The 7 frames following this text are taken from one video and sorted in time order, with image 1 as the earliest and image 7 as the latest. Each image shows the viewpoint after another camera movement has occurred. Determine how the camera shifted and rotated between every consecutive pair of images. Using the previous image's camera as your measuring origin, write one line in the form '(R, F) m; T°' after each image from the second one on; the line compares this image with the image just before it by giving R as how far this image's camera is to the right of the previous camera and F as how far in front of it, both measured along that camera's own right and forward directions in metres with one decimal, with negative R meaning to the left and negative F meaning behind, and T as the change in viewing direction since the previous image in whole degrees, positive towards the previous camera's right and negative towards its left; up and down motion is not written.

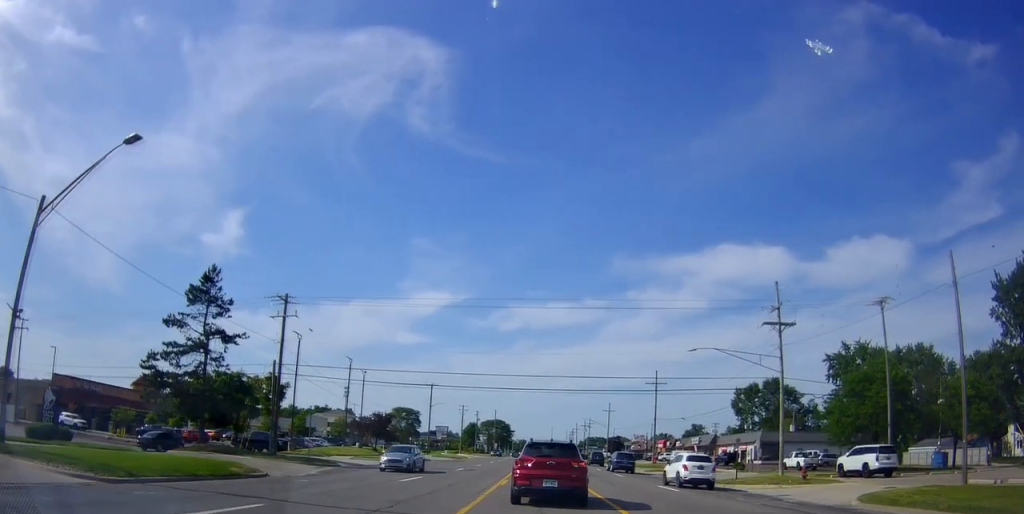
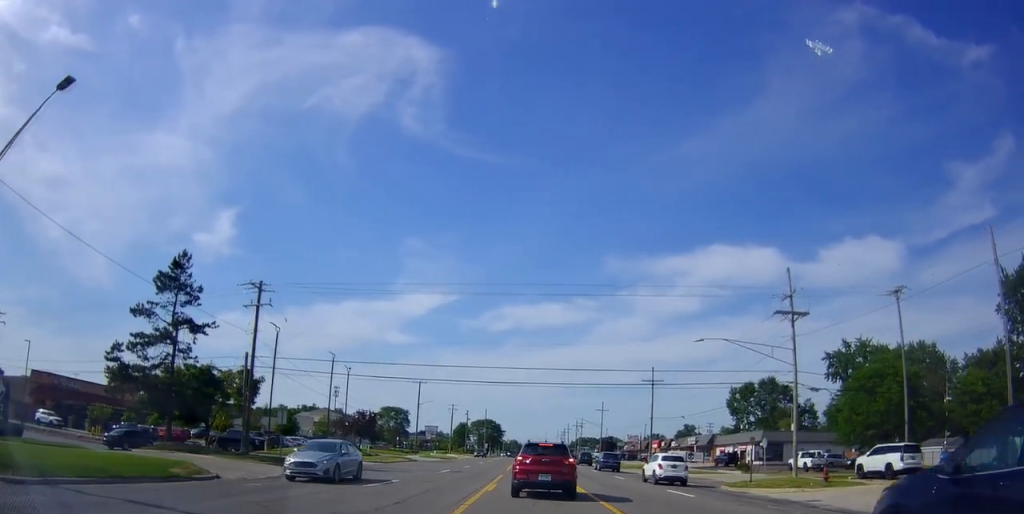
(-0.5, +3.8) m; 0°
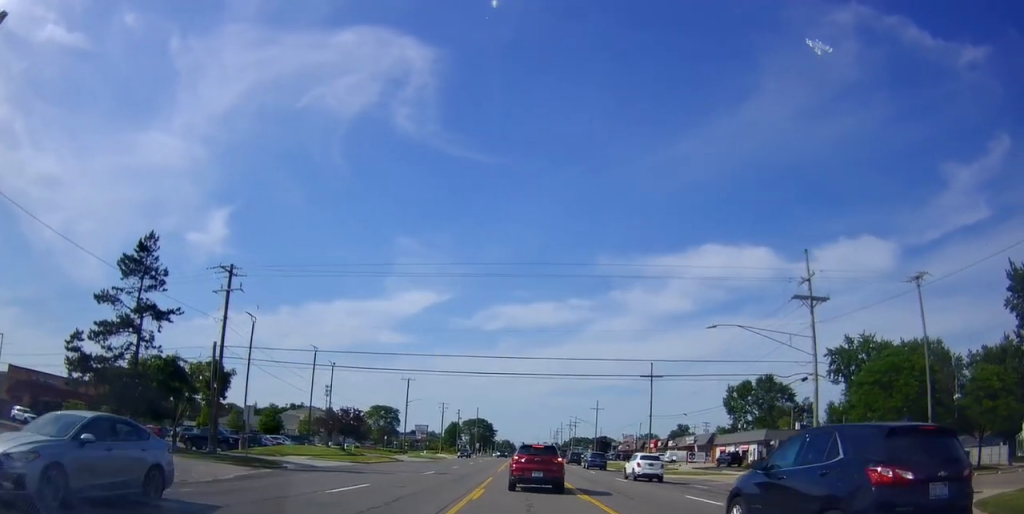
(+0.2, +3.9) m; +3°
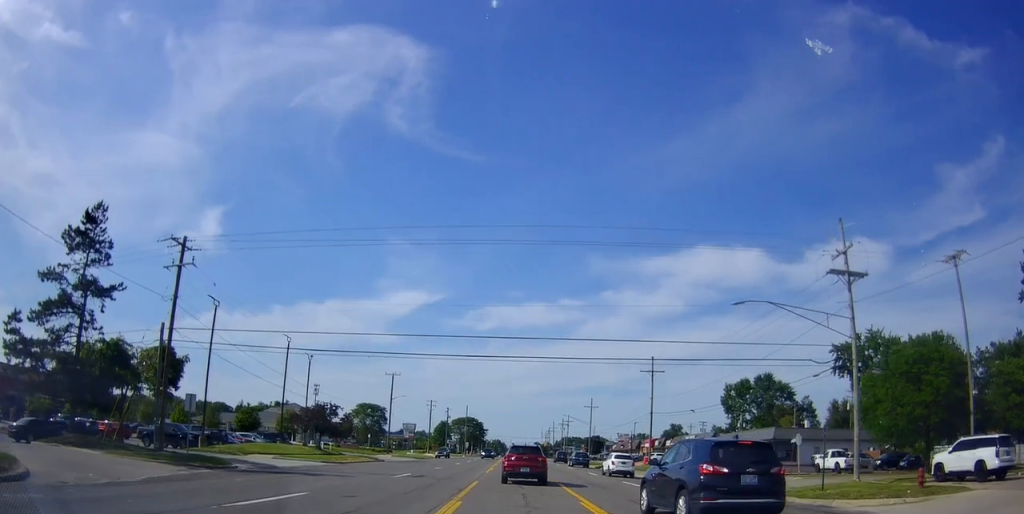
(+0.4, +5.5) m; +4°
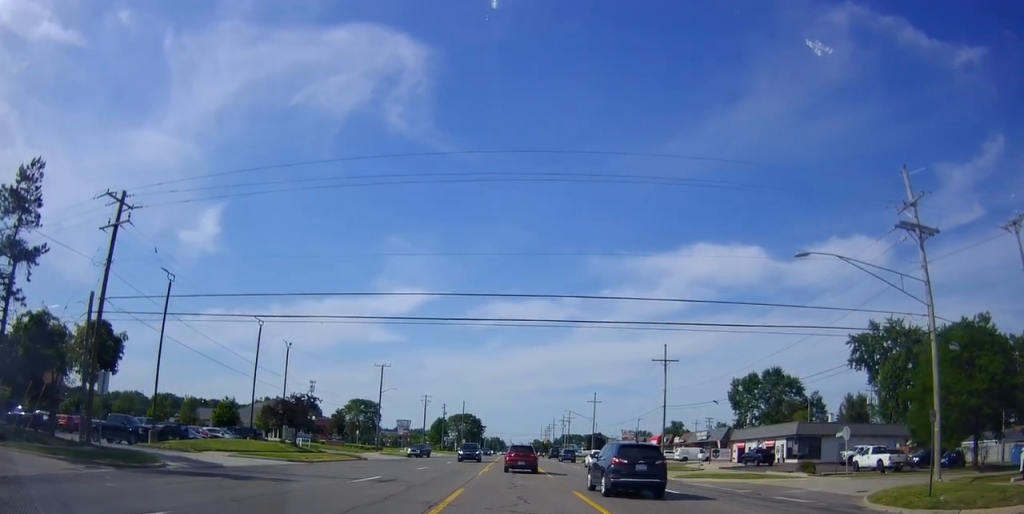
(0.0, +7.2) m; 0°
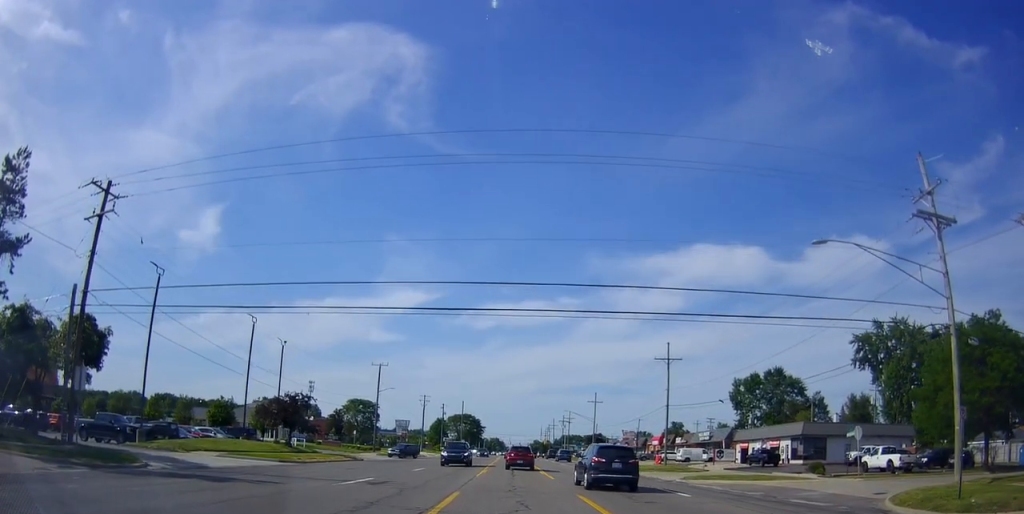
(0.0, +1.7) m; 0°
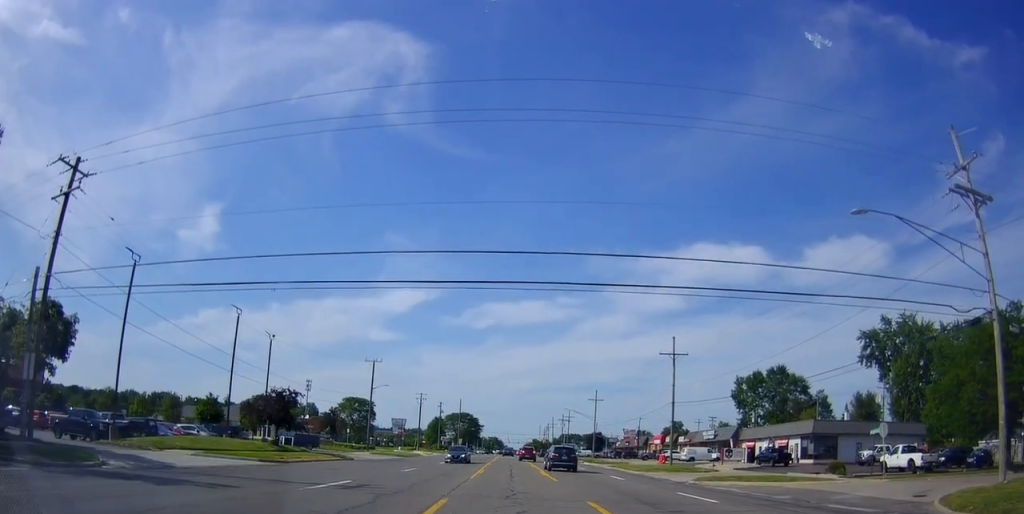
(0.0, +4.4) m; 0°
